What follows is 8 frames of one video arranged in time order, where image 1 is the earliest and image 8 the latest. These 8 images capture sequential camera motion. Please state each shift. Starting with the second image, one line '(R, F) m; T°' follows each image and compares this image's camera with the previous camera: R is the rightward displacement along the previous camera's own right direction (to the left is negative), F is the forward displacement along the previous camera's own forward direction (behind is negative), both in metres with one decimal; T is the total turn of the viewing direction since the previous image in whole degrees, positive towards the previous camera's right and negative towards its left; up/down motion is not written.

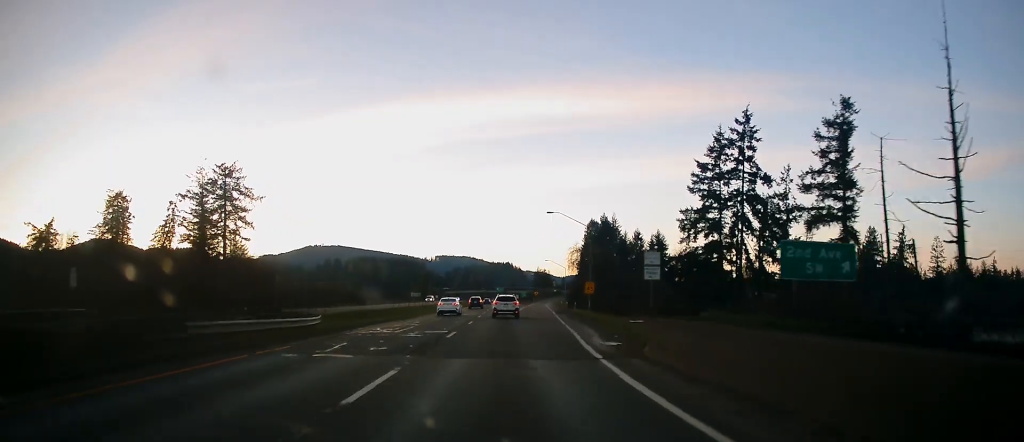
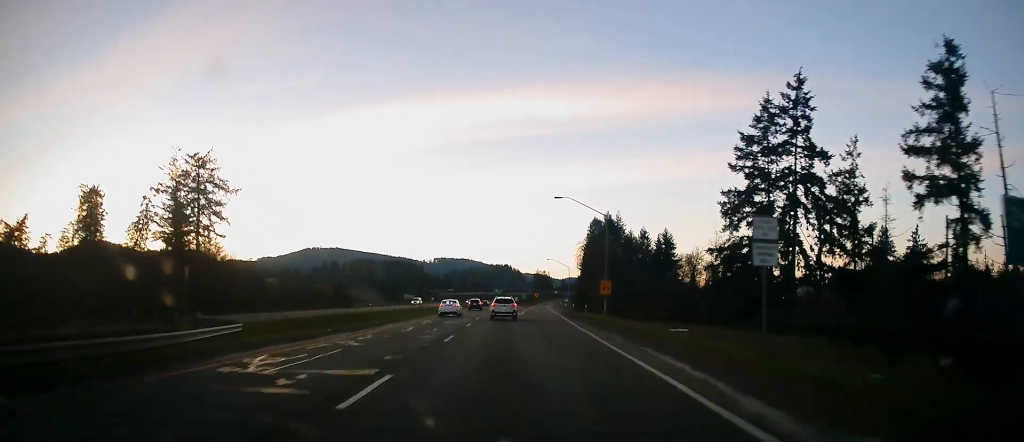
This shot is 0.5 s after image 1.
(-0.2, +12.4) m; 0°
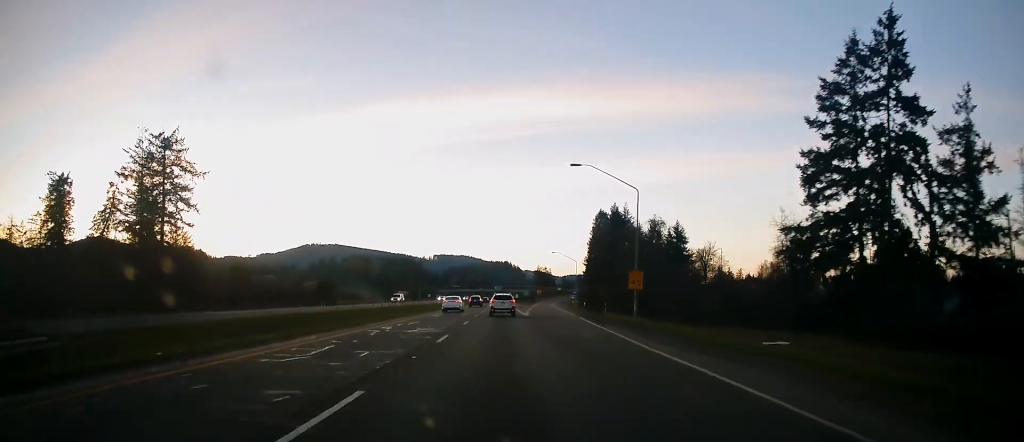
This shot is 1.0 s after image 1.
(+0.4, +14.3) m; +1°
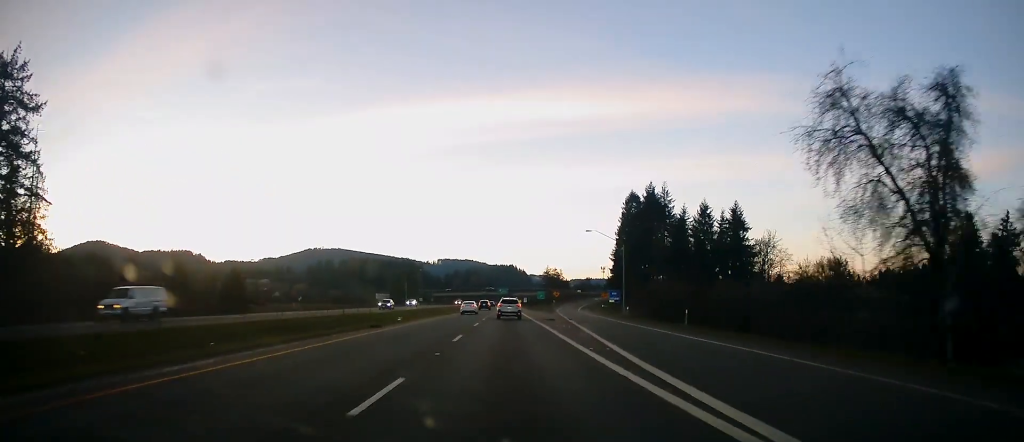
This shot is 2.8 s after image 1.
(-0.1, +48.3) m; -1°
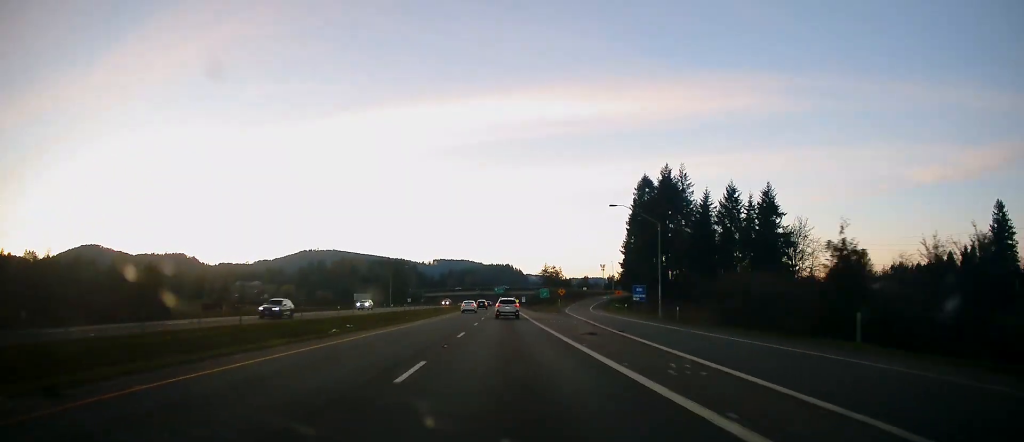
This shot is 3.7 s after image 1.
(-0.2, +22.0) m; 0°
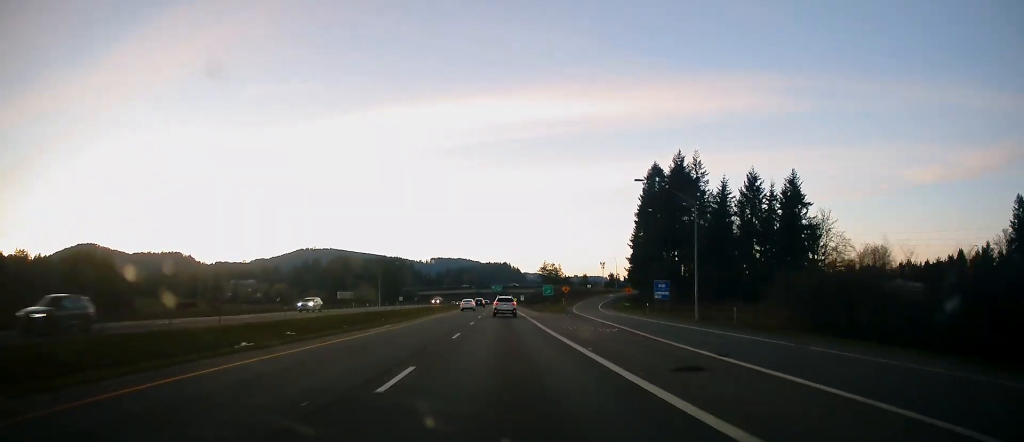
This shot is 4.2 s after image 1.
(+0.3, +13.3) m; 0°
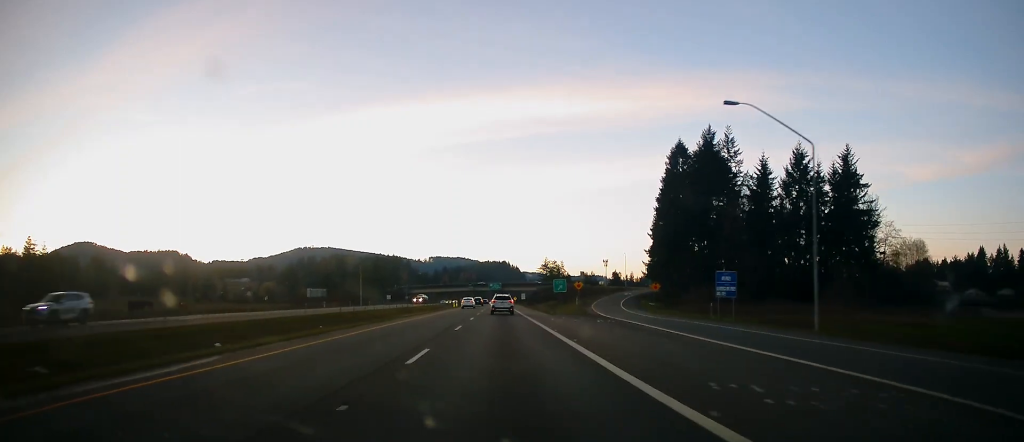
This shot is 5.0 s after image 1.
(-0.1, +20.9) m; 0°
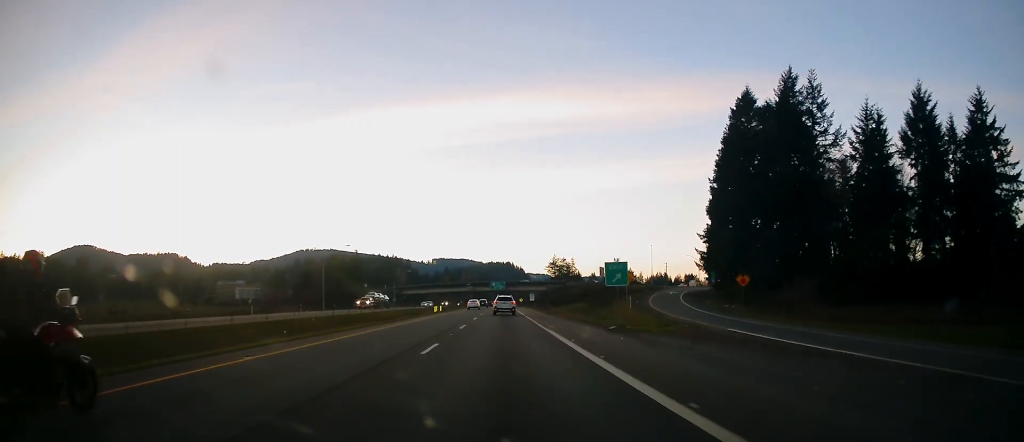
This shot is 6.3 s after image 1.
(+0.1, +34.2) m; 0°
